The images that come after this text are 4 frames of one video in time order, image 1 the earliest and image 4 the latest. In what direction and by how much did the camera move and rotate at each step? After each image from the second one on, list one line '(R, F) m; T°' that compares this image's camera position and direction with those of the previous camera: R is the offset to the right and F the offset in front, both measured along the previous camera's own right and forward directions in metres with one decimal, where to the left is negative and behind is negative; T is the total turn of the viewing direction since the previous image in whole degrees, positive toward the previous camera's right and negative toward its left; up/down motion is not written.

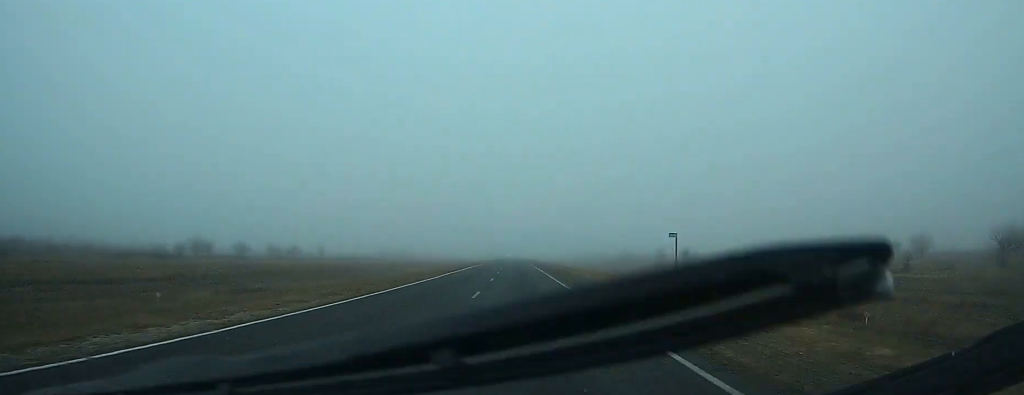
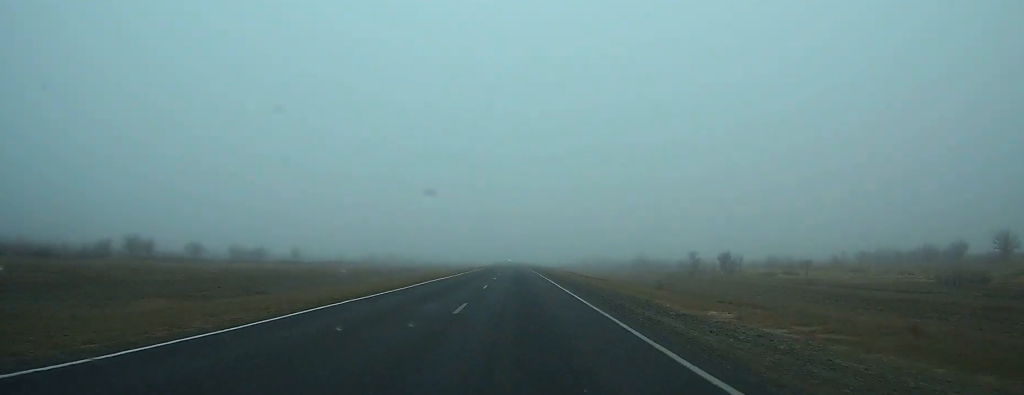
(+0.1, +27.5) m; 0°
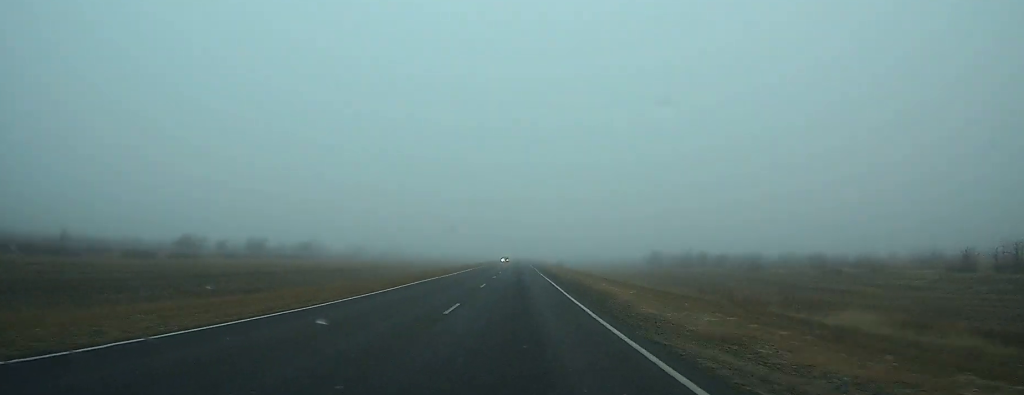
(-2.5, +180.6) m; -1°
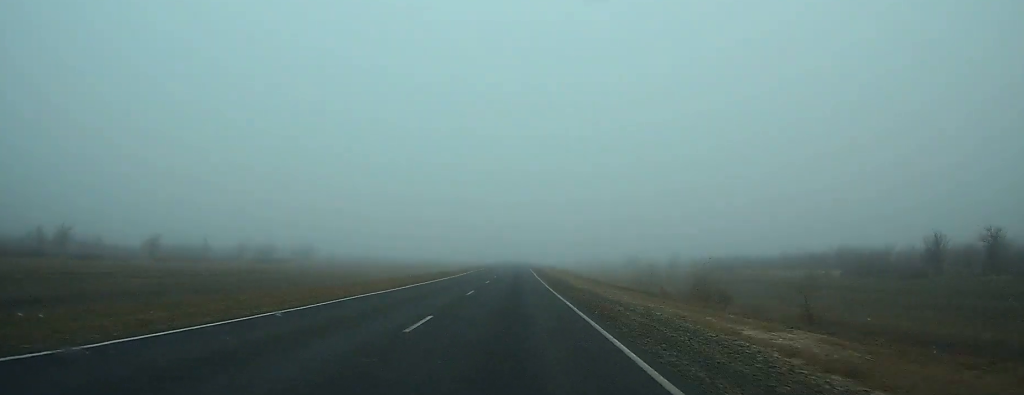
(+0.6, +145.6) m; 0°
